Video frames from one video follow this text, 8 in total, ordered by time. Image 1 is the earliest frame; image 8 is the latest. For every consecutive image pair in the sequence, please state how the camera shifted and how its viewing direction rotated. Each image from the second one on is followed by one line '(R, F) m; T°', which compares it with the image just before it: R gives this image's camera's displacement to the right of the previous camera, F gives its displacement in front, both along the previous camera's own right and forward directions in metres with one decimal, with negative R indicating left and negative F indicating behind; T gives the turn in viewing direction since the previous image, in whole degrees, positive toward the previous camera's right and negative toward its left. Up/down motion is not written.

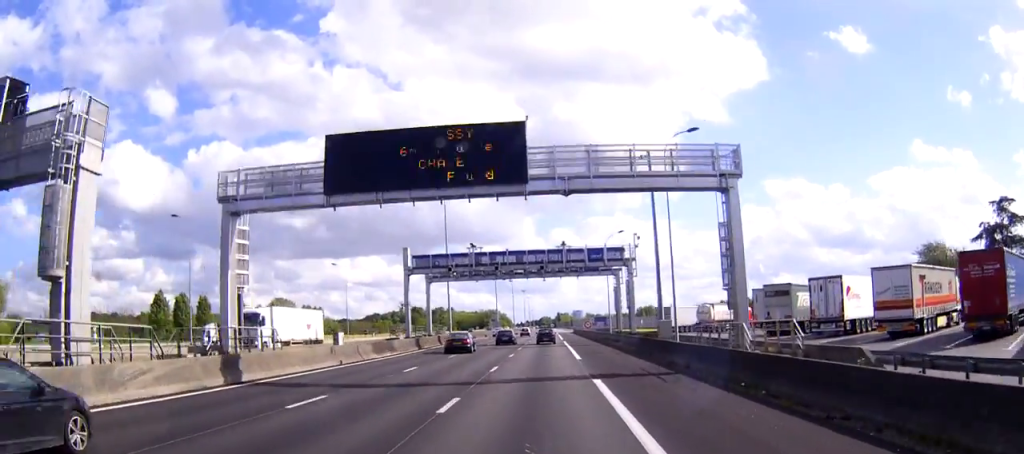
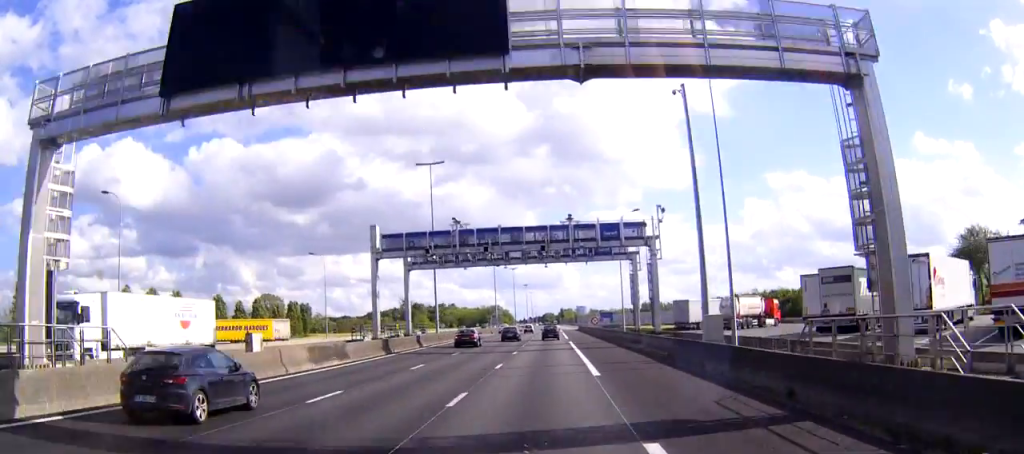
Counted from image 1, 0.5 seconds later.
(0.0, +12.1) m; 0°
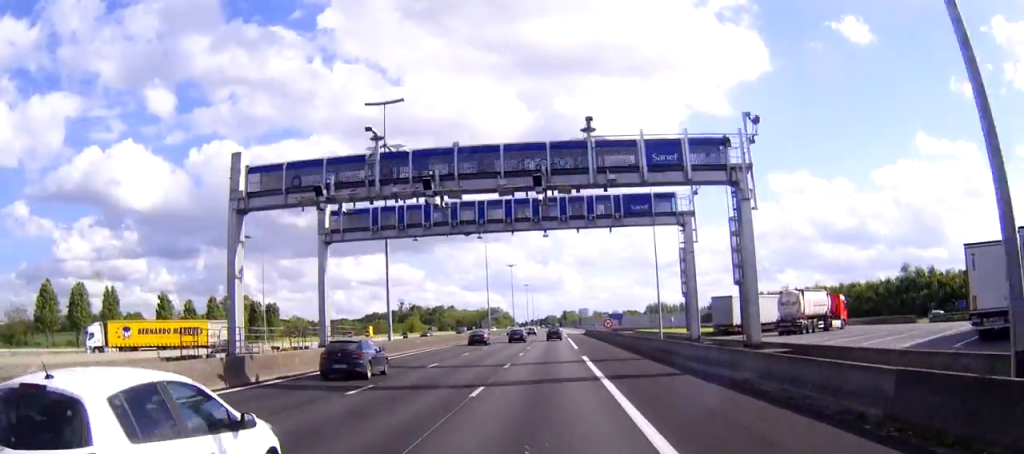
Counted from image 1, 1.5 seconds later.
(0.0, +22.7) m; 0°
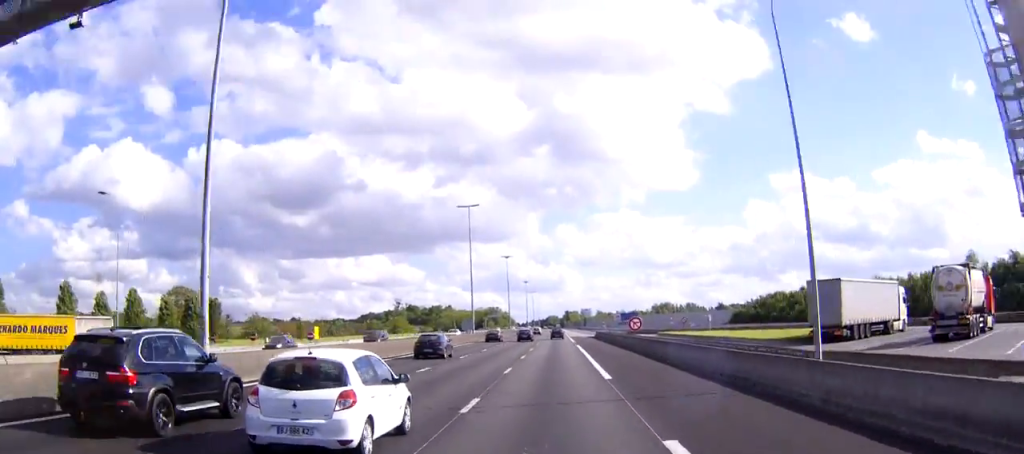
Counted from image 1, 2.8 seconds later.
(-0.1, +28.8) m; 0°
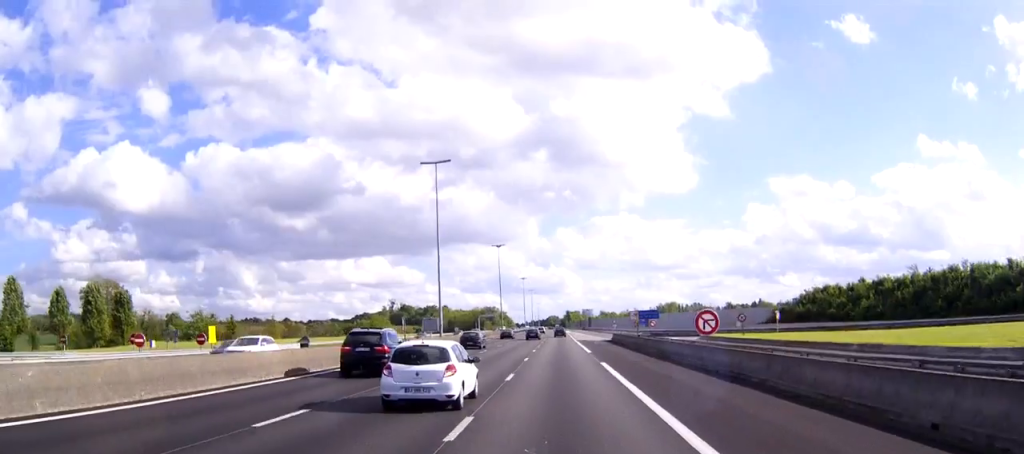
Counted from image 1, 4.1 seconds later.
(0.0, +29.5) m; 0°
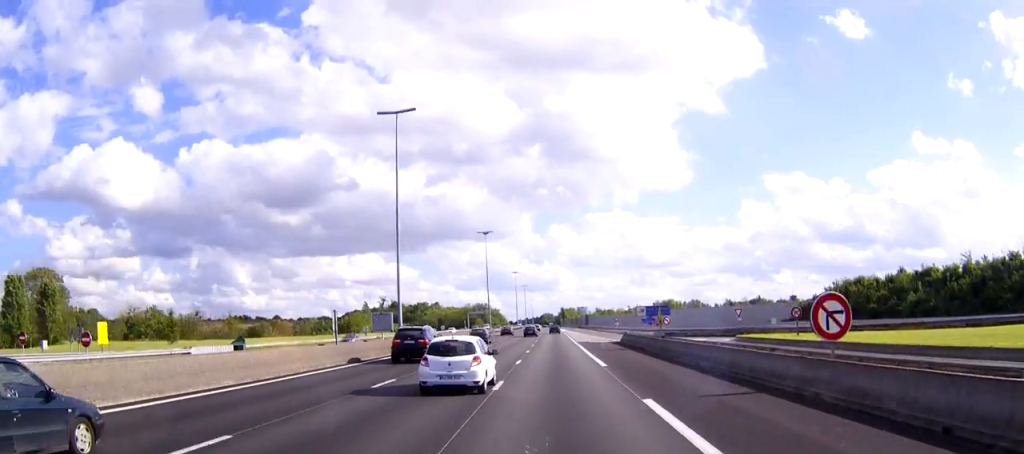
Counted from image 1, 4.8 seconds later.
(0.0, +16.7) m; 0°
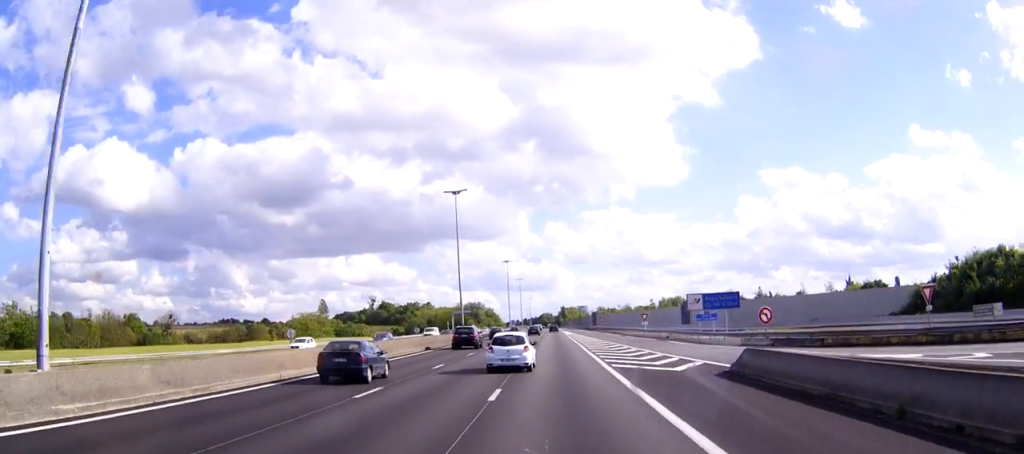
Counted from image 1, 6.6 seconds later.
(+0.1, +40.2) m; 0°
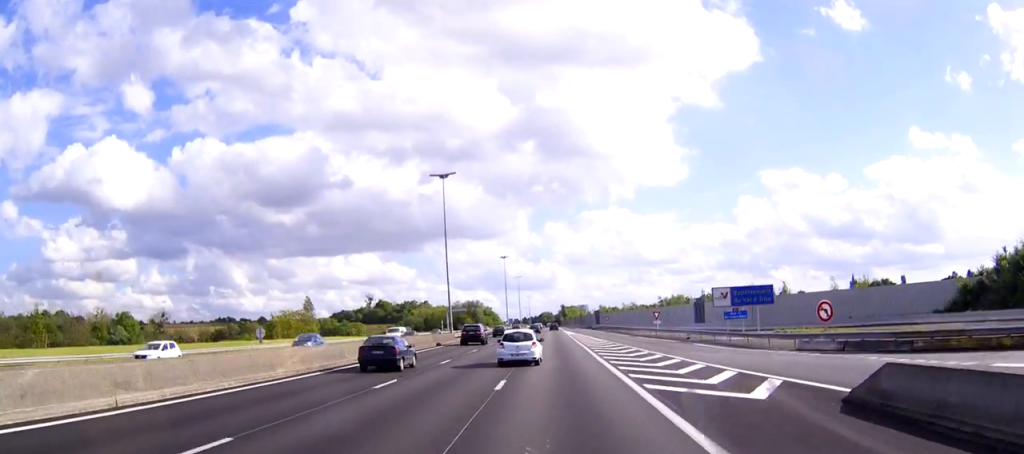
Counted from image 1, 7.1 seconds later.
(0.0, +10.6) m; 0°
